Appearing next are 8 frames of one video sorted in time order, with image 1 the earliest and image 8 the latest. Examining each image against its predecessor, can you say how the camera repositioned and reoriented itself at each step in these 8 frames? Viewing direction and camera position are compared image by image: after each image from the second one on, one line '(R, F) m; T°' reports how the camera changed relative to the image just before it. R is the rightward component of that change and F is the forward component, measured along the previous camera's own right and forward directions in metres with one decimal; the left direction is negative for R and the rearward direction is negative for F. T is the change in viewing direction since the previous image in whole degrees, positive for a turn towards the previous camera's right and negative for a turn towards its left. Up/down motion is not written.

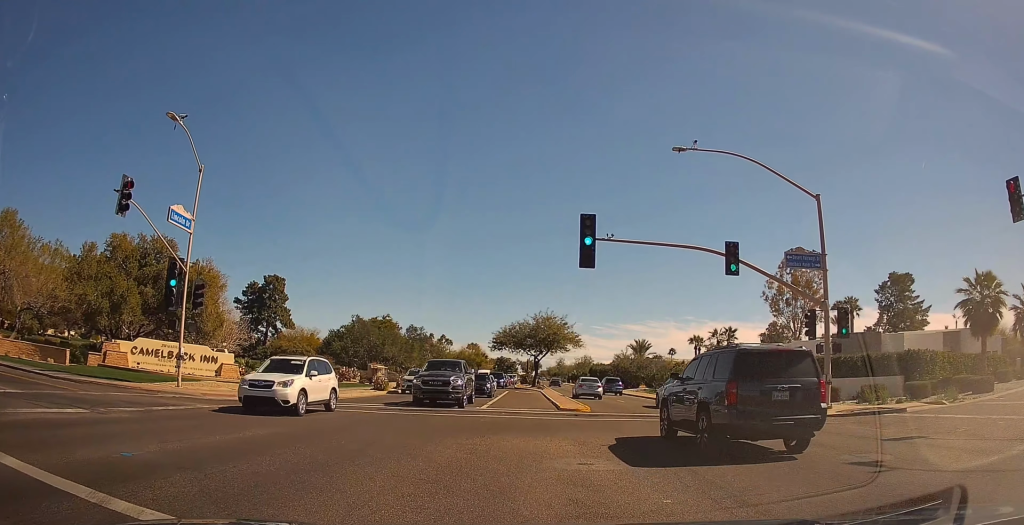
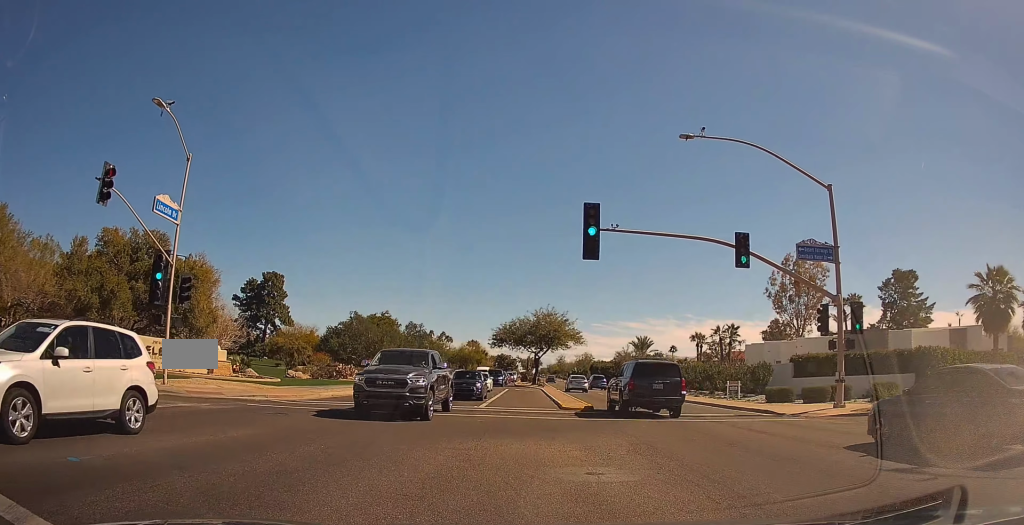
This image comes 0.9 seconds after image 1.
(+0.5, +0.7) m; 0°
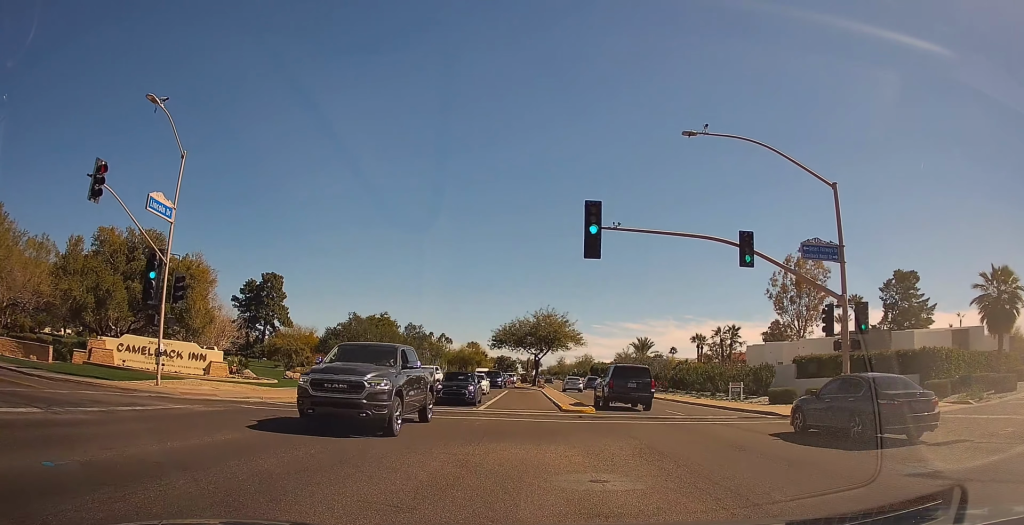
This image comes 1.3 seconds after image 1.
(+0.3, +0.3) m; 0°
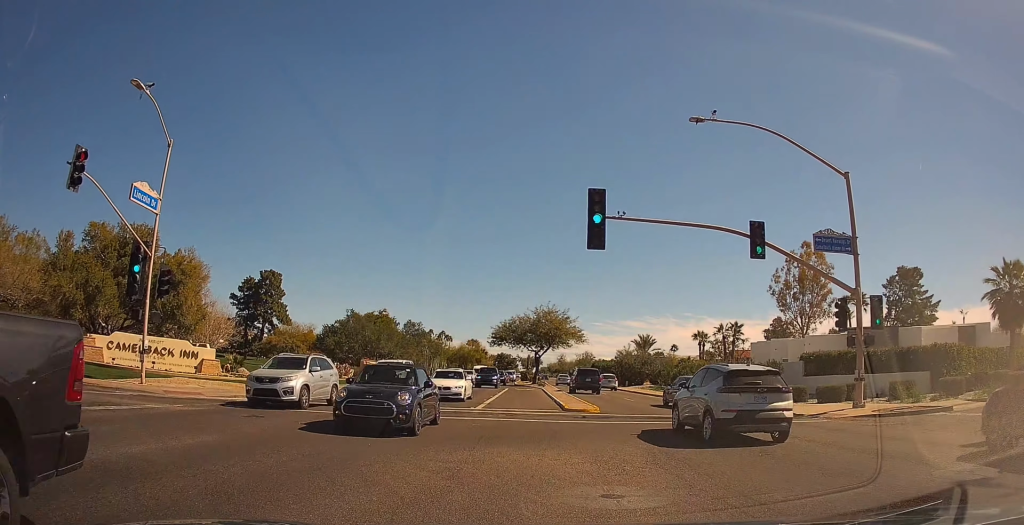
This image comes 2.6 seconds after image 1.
(+0.6, +0.9) m; 0°
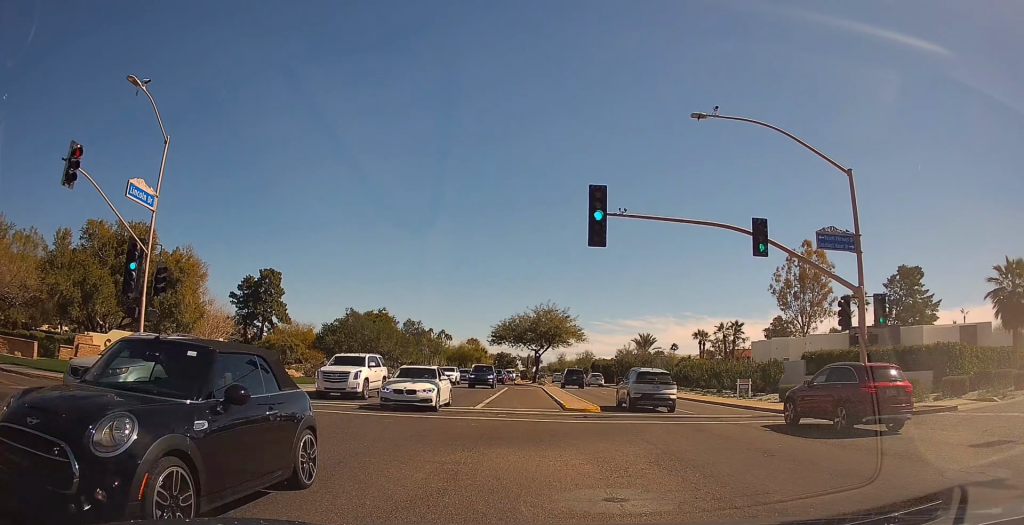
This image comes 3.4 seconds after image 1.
(+0.1, +0.5) m; 0°
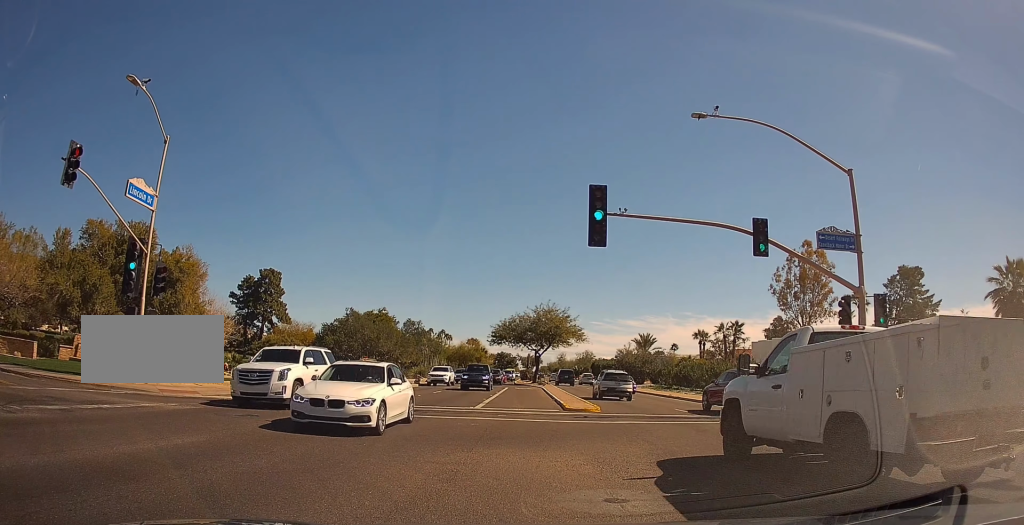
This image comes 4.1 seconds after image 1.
(+0.1, +0.3) m; 0°
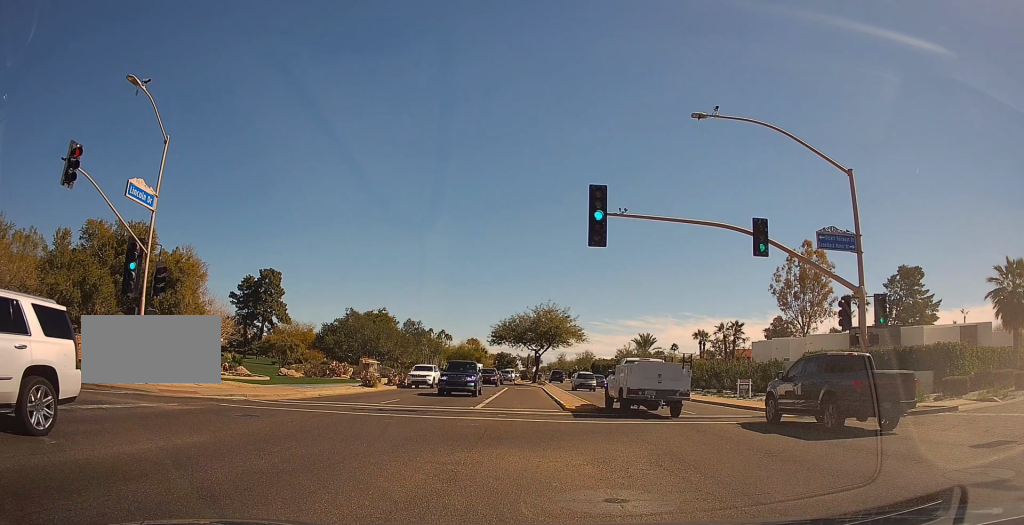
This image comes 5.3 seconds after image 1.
(+0.1, +0.5) m; 0°
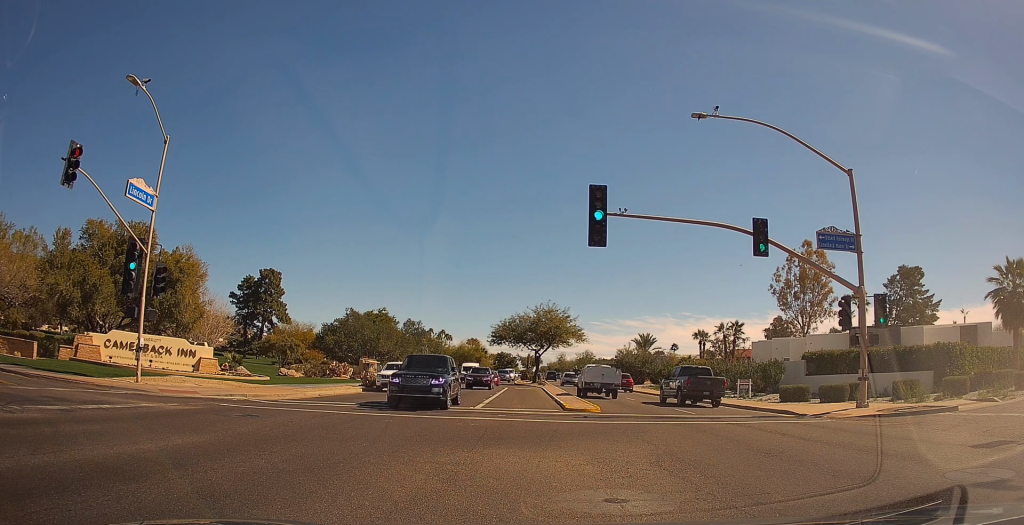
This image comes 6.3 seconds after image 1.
(+0.1, +0.4) m; 0°
